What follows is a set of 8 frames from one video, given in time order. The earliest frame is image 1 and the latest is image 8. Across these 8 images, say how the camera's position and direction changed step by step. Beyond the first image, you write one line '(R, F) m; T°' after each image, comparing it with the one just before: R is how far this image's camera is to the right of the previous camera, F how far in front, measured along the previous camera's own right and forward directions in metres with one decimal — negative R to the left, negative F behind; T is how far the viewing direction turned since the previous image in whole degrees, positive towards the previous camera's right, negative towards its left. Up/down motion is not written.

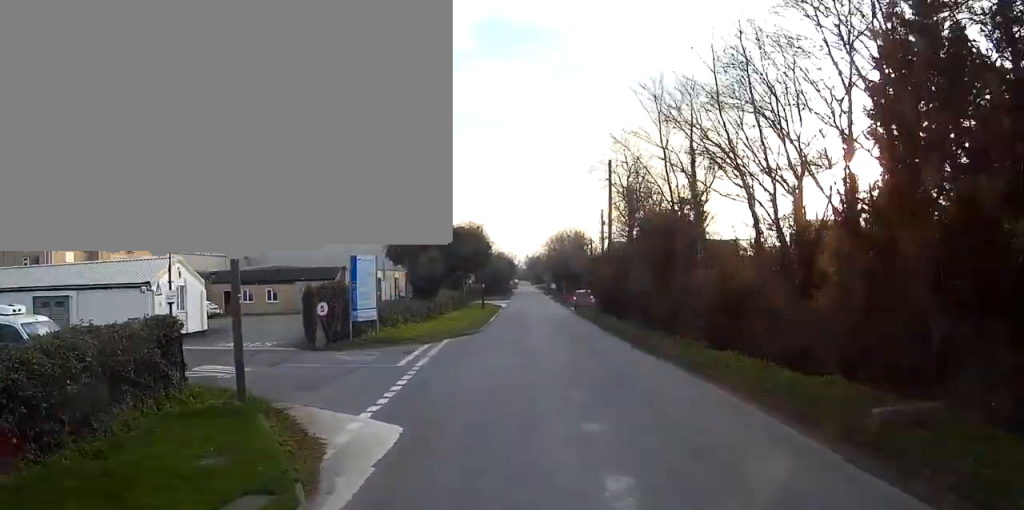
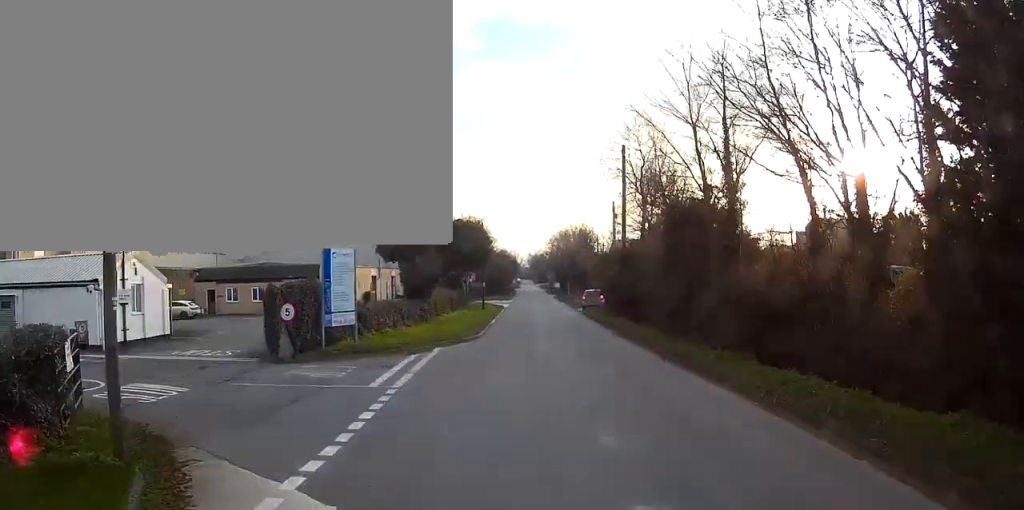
(+0.1, +5.2) m; 0°
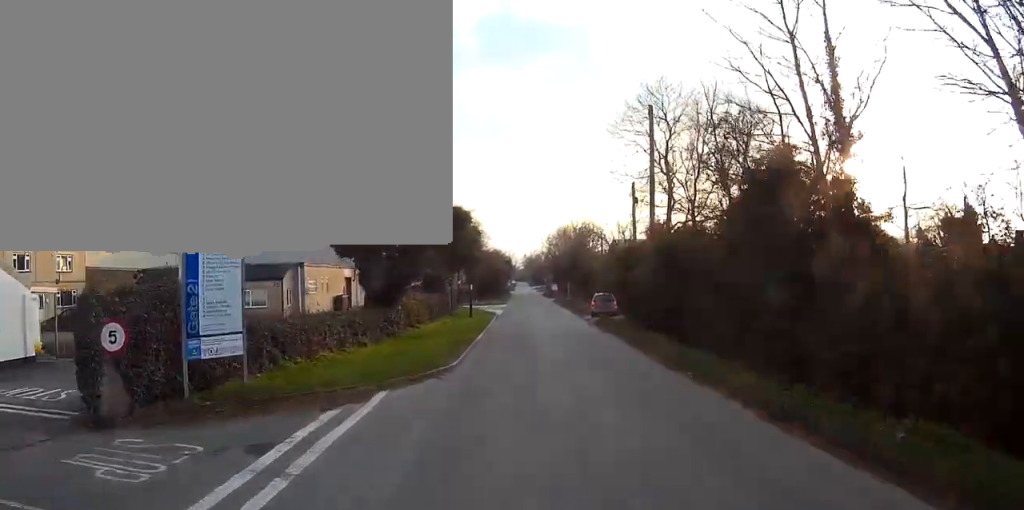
(+0.1, +11.4) m; +1°
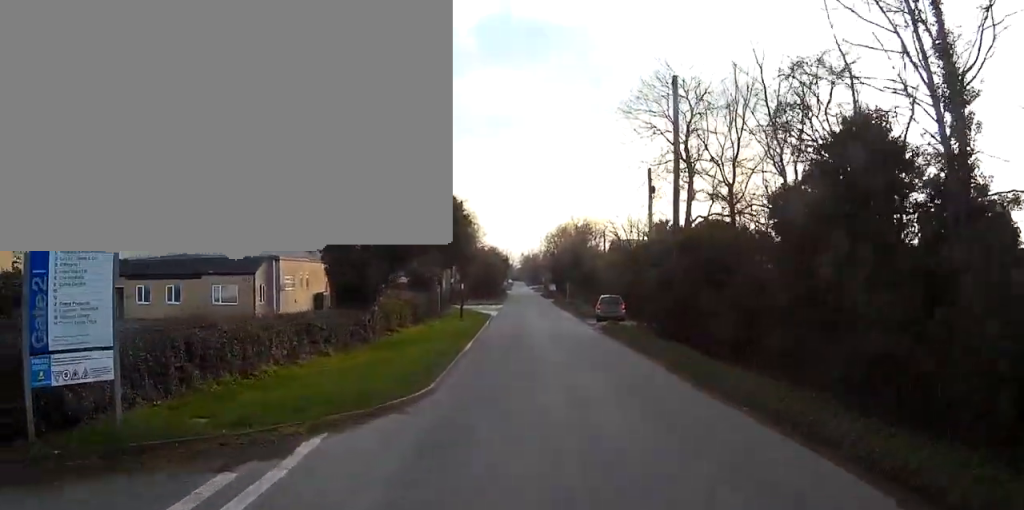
(0.0, +5.8) m; 0°
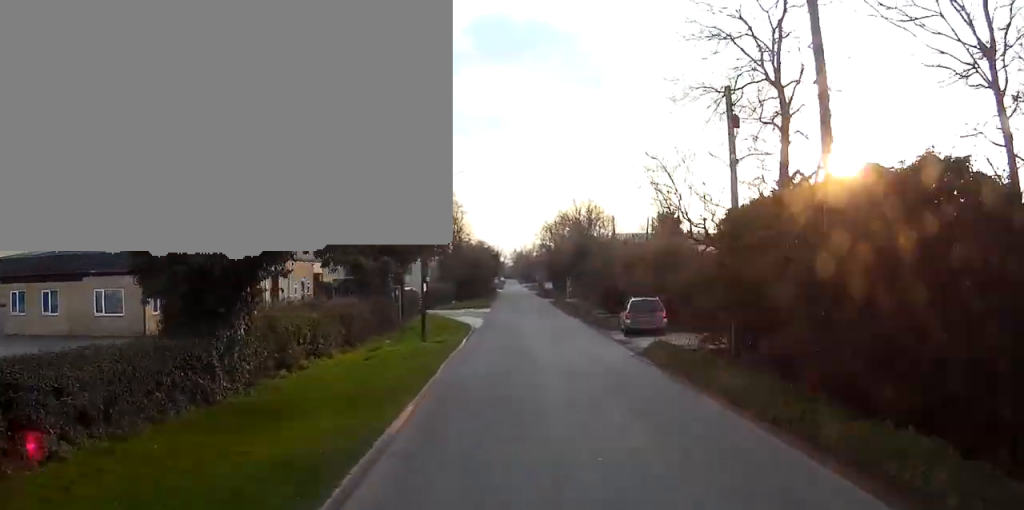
(+0.1, +16.5) m; +1°
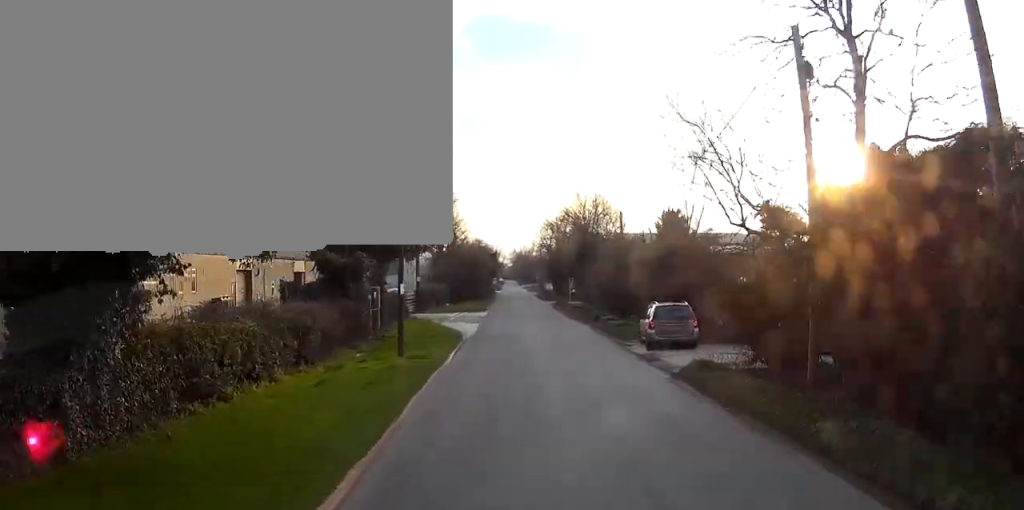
(0.0, +6.5) m; 0°
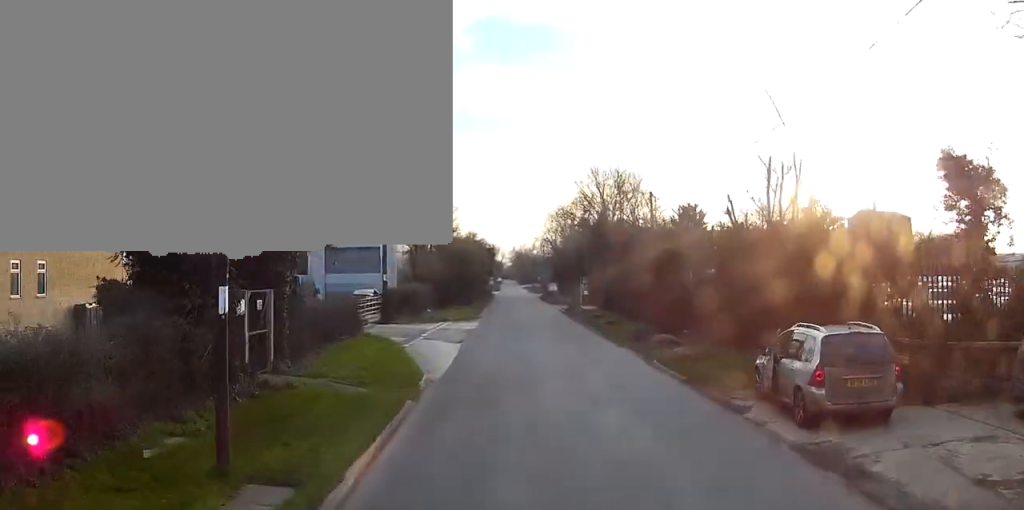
(+0.1, +17.1) m; 0°
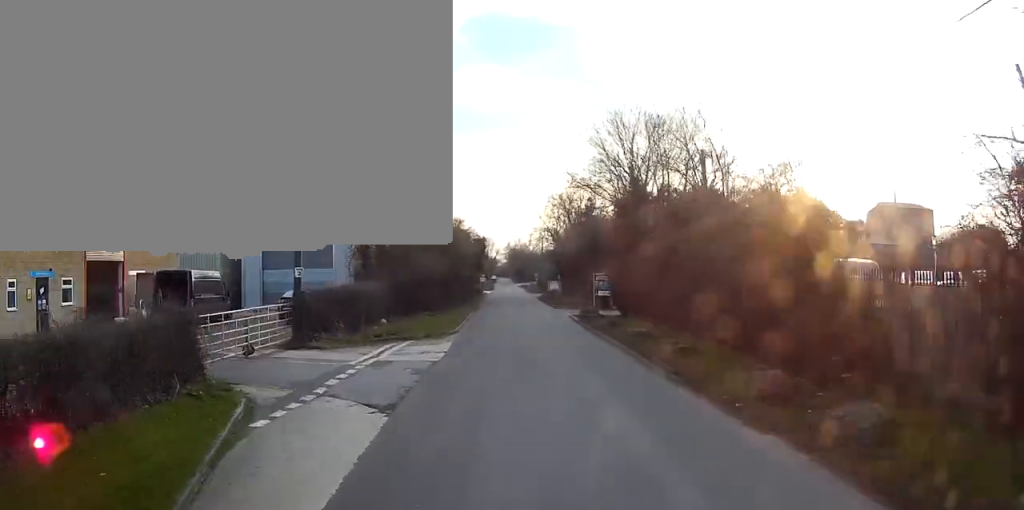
(-0.2, +18.9) m; -2°
